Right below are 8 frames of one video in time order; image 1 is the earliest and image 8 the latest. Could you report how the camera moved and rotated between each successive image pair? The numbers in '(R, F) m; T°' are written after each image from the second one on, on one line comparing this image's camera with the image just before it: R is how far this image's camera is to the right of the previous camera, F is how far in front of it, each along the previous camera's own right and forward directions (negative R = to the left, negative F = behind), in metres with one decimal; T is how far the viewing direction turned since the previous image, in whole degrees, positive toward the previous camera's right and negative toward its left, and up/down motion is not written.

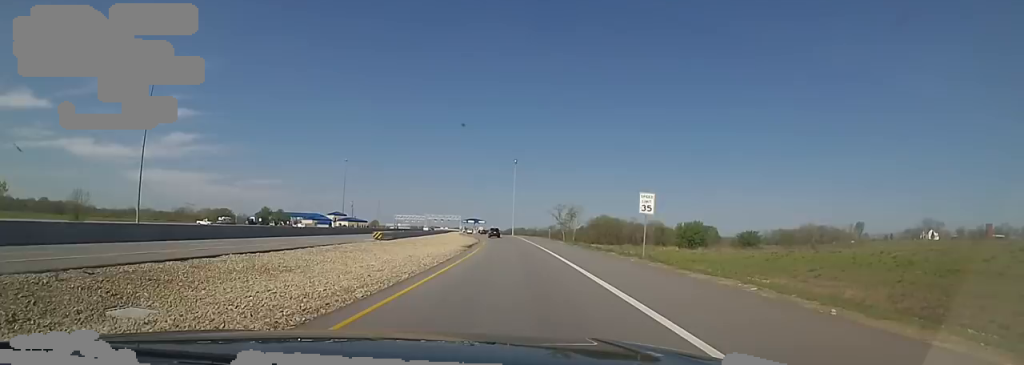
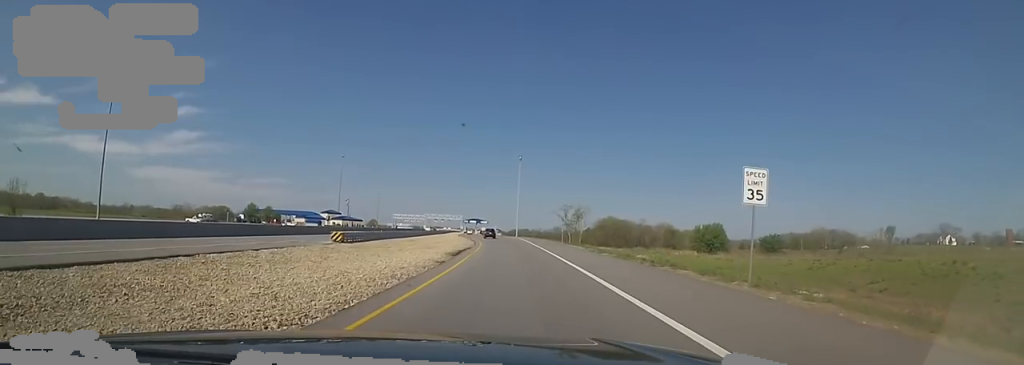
(-0.4, +12.1) m; -1°
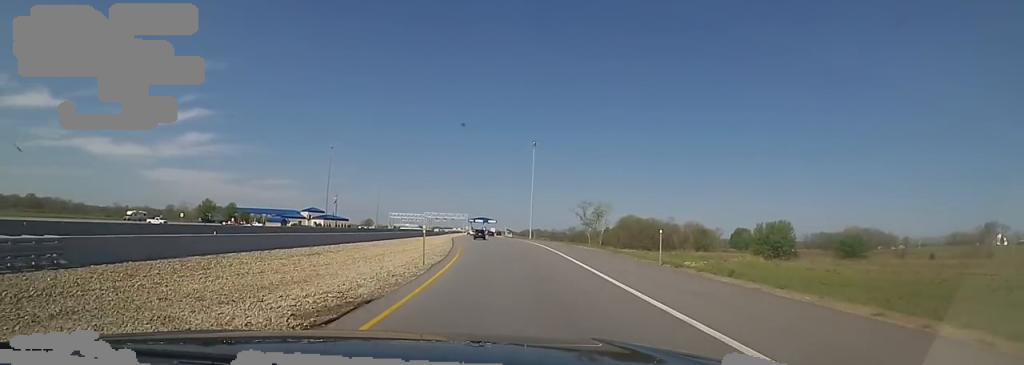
(-0.1, +30.6) m; -1°
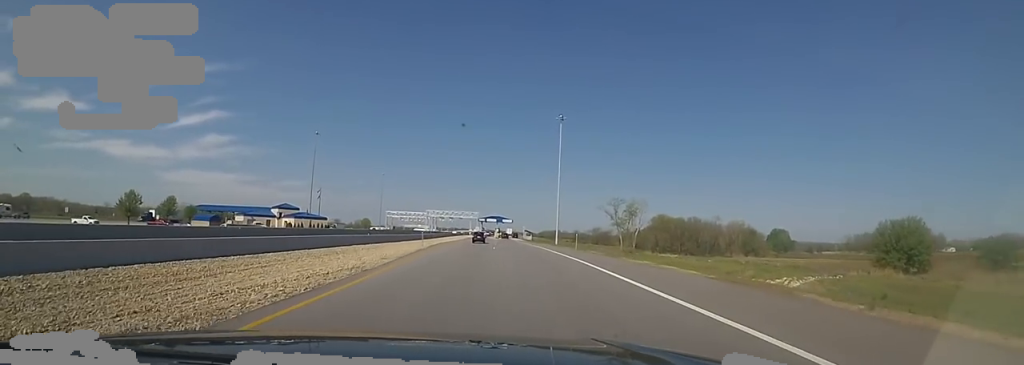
(-0.8, +34.4) m; -2°
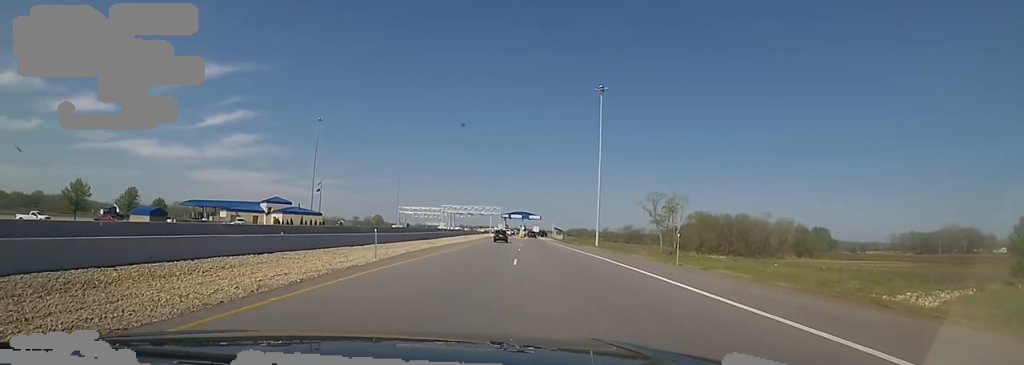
(-0.4, +21.5) m; -3°
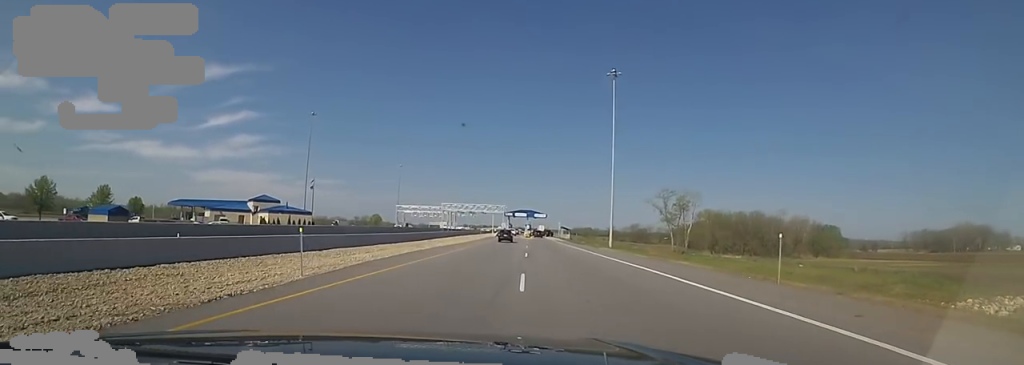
(-0.6, +8.7) m; -1°
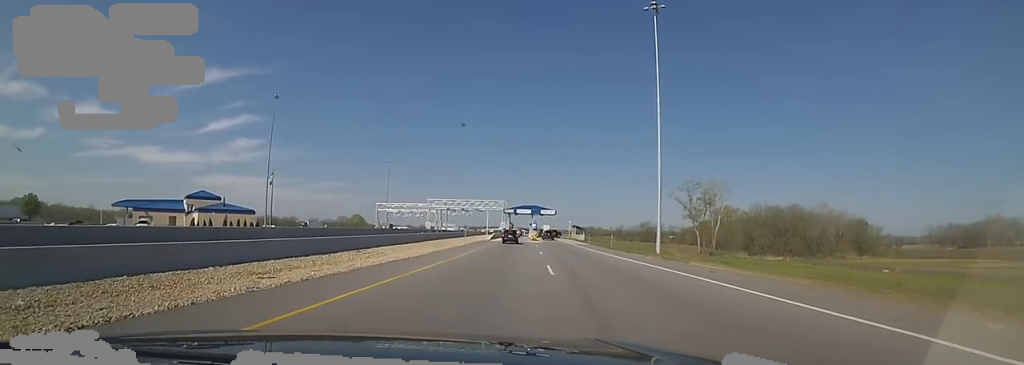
(+2.0, +25.9) m; +4°
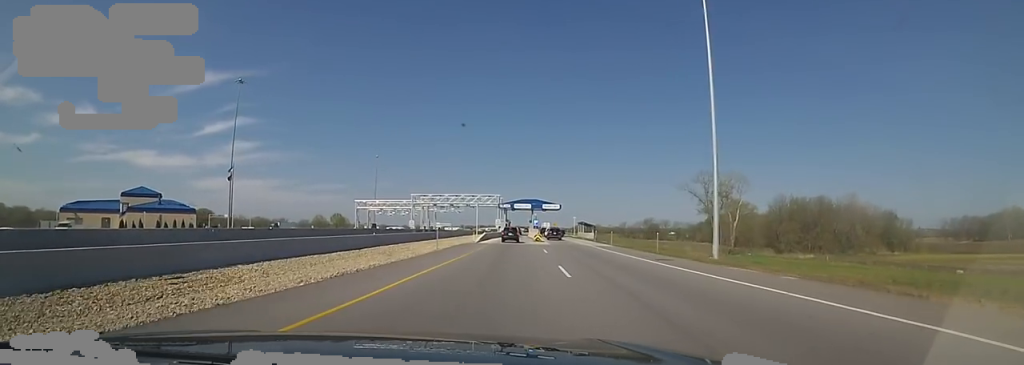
(-0.4, +17.0) m; -3°
